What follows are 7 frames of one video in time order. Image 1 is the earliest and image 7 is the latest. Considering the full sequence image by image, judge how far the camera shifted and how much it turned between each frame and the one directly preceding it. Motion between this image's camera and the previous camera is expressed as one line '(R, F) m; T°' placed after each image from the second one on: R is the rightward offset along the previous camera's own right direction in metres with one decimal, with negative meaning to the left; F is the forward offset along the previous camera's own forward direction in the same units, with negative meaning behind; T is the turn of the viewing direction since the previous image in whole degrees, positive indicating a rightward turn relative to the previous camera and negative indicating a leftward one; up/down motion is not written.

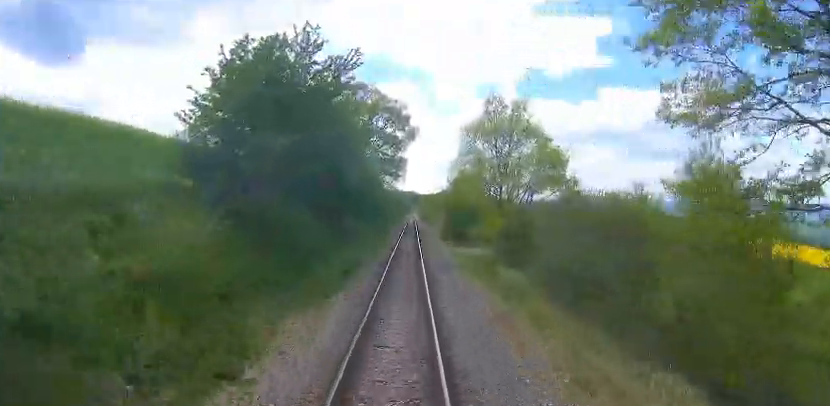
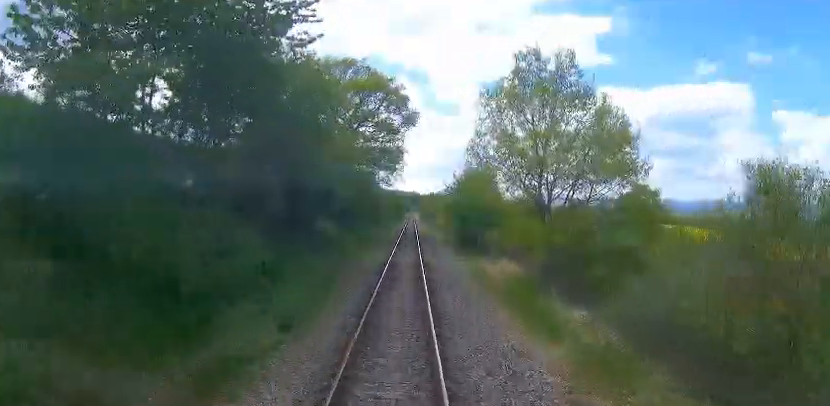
(-0.1, +8.5) m; -1°
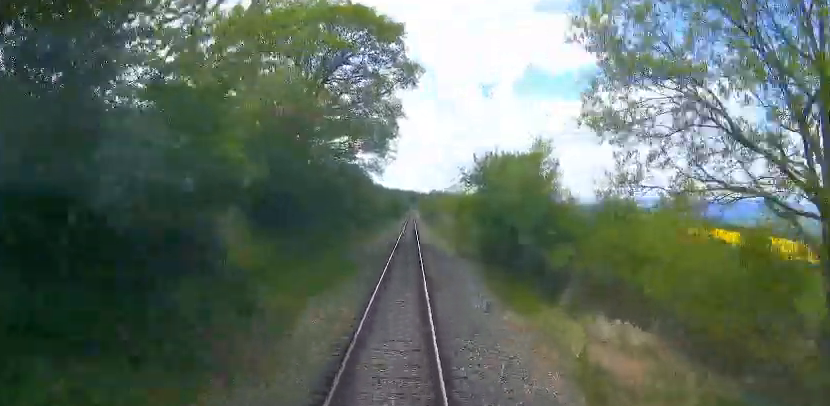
(-0.2, +14.3) m; -1°
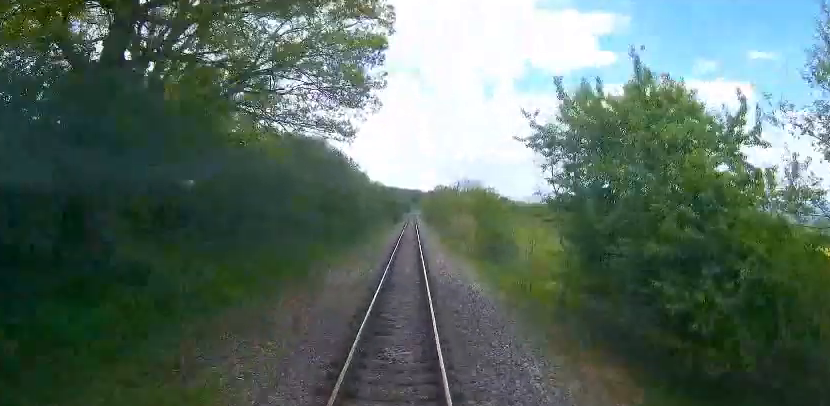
(-0.2, +16.8) m; 0°
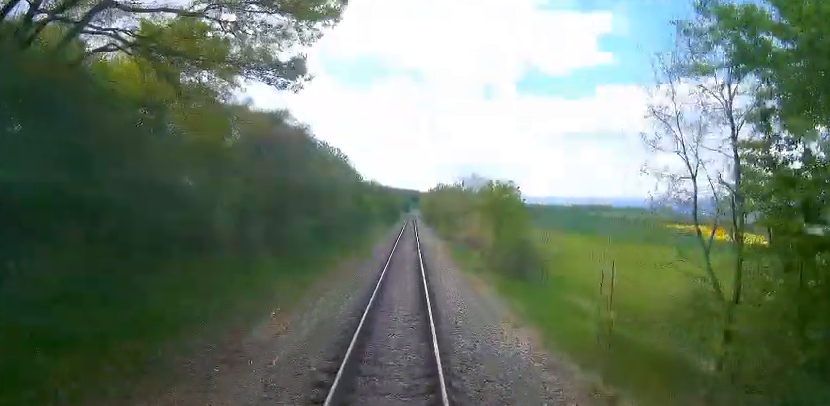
(0.0, +8.1) m; 0°
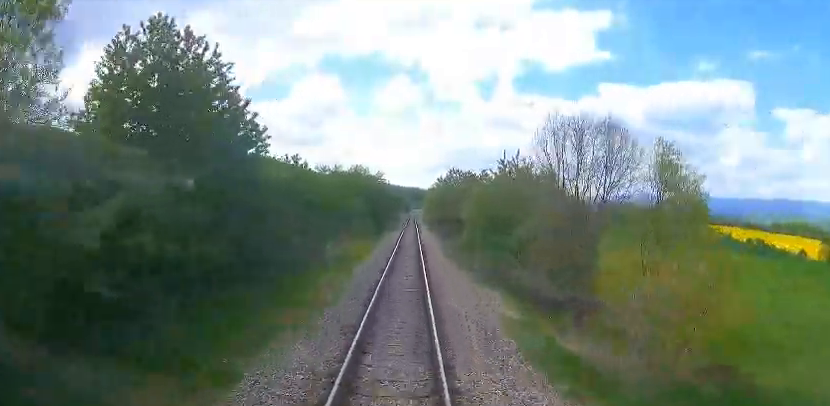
(-0.2, +30.7) m; 0°
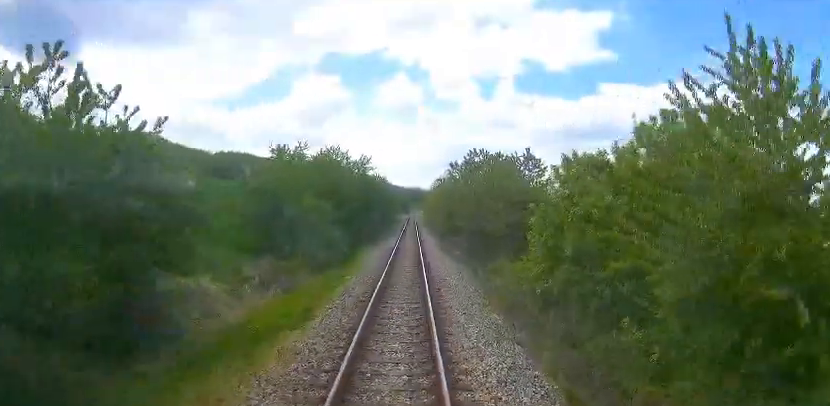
(+0.2, +21.7) m; +1°
